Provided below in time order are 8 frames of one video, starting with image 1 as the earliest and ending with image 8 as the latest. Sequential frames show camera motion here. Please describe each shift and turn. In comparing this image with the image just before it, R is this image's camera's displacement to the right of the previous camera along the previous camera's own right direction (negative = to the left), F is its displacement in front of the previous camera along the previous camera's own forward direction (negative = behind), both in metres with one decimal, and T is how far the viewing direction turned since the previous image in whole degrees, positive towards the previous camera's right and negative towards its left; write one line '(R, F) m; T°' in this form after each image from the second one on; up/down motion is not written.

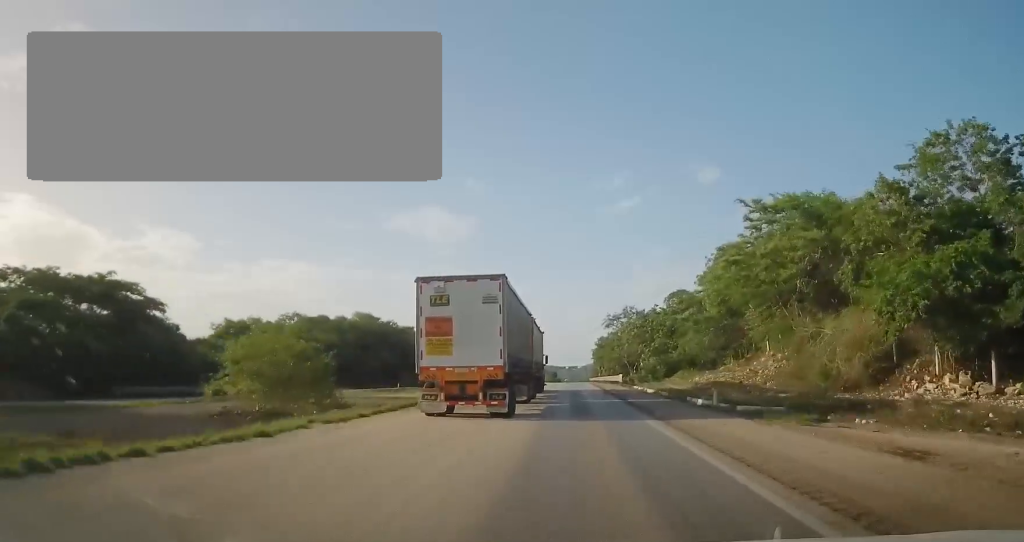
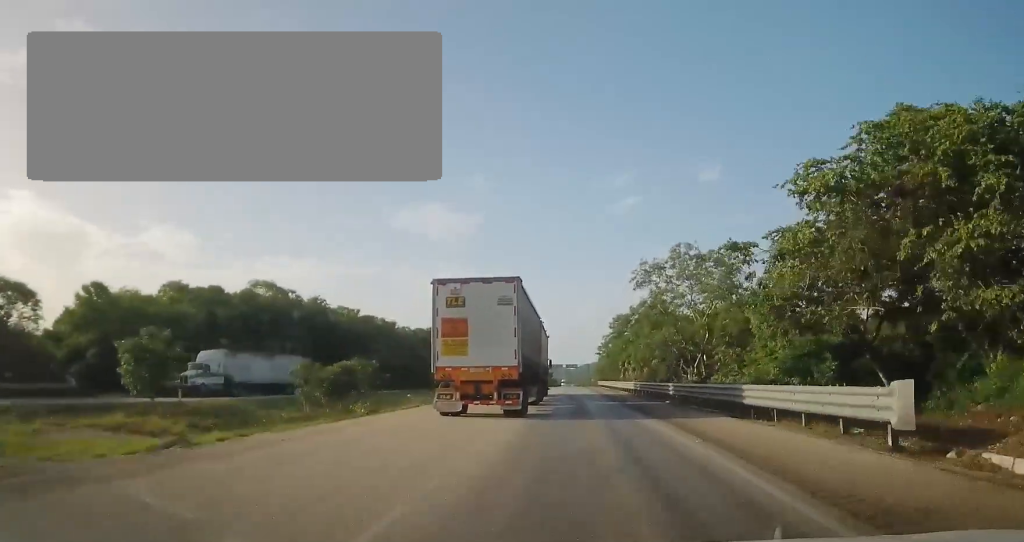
(+1.2, +50.6) m; +2°
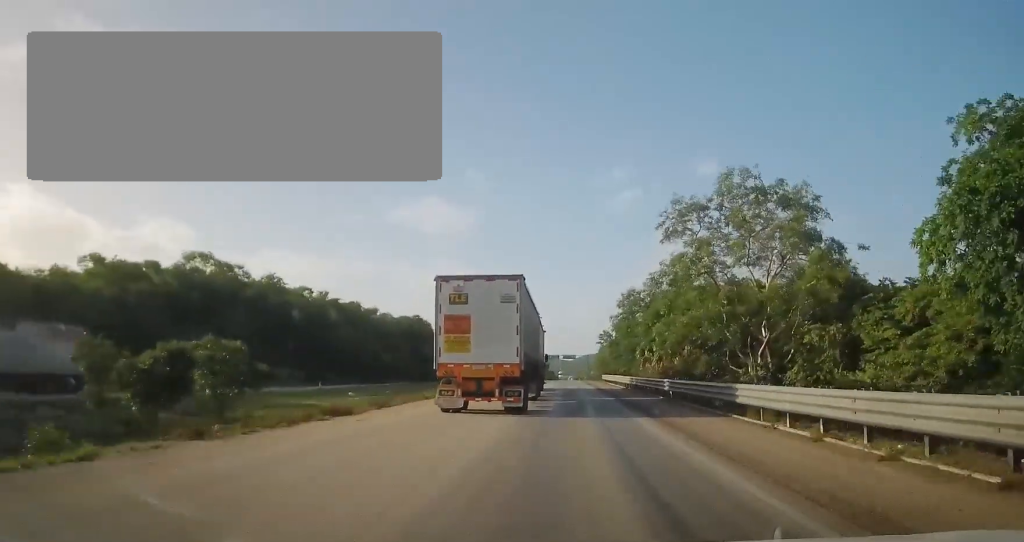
(-0.4, +18.2) m; -1°
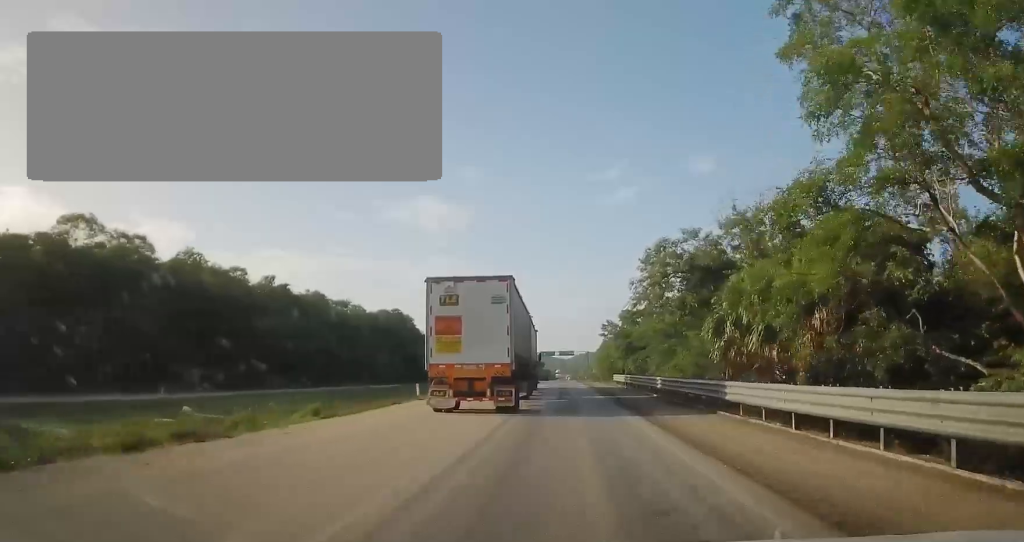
(0.0, +23.6) m; +1°
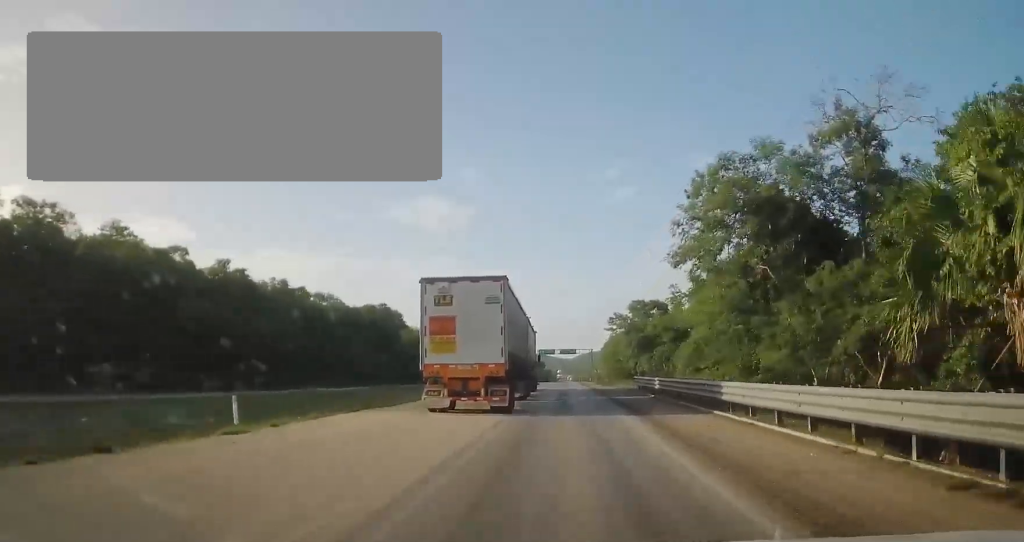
(+0.4, +16.2) m; 0°
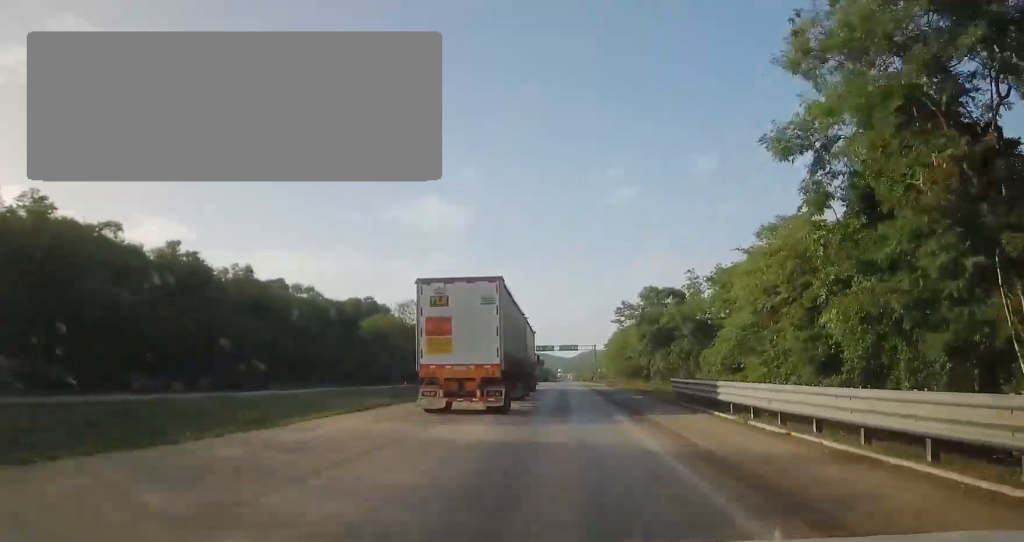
(-0.1, +13.7) m; 0°
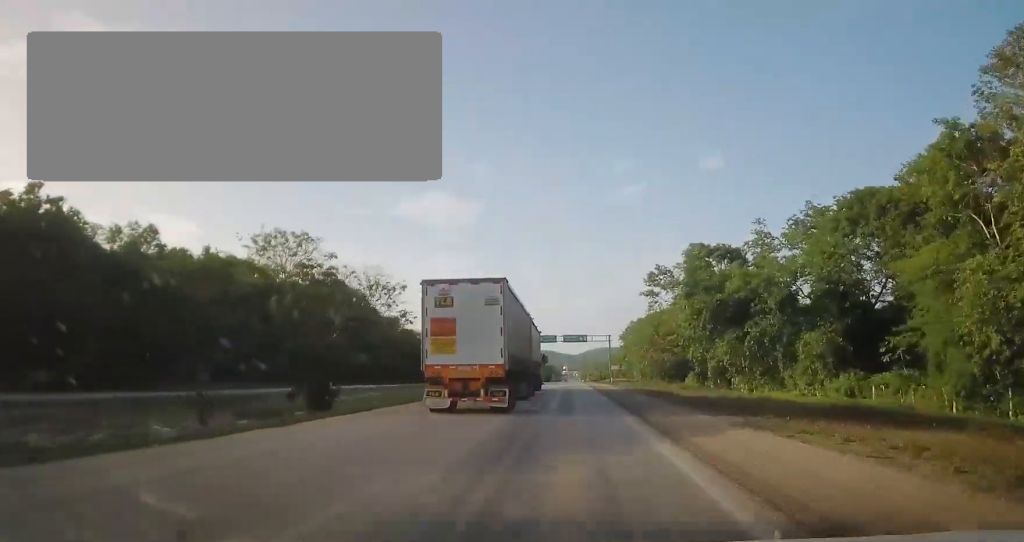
(0.0, +28.0) m; -1°
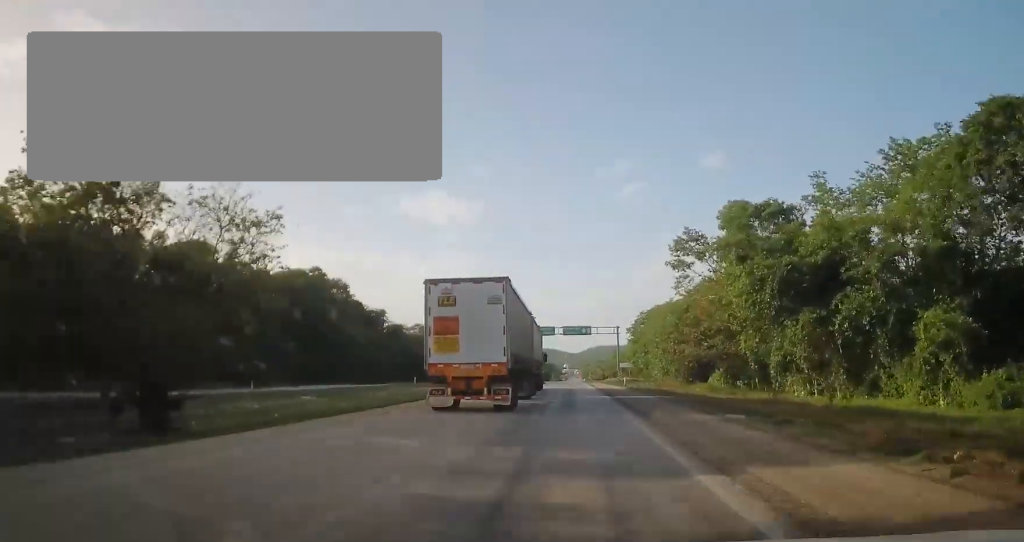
(-0.2, +14.5) m; 0°
